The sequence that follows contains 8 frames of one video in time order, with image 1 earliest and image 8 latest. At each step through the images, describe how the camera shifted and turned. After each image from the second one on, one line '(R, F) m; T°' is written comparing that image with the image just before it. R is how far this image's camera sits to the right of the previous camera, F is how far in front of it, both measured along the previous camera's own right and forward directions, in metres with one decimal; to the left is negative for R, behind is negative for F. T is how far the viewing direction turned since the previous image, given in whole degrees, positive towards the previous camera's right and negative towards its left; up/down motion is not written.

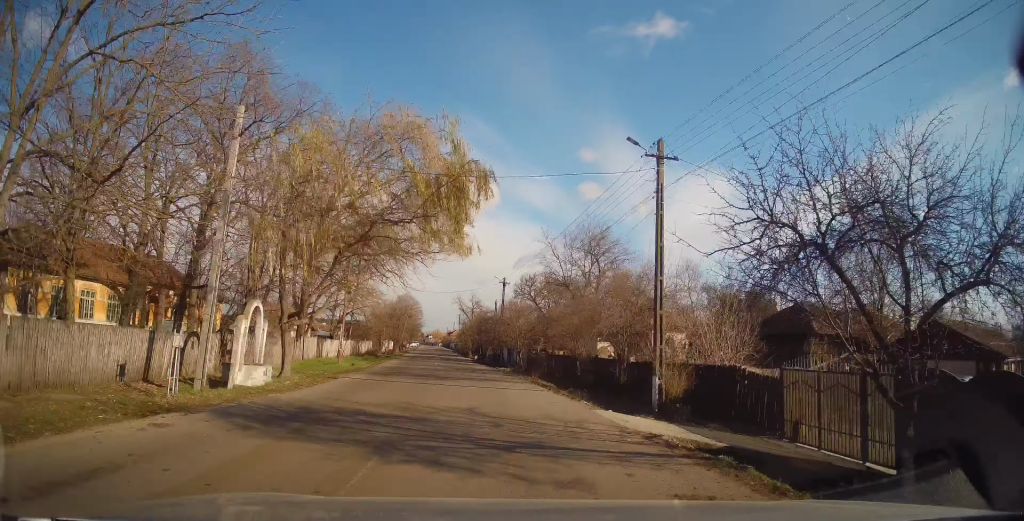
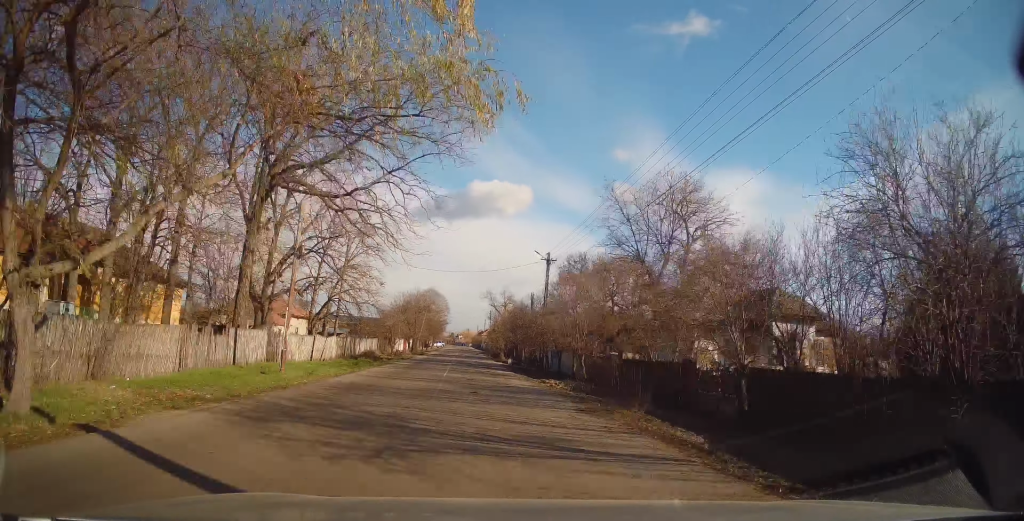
(-0.4, +13.8) m; -2°
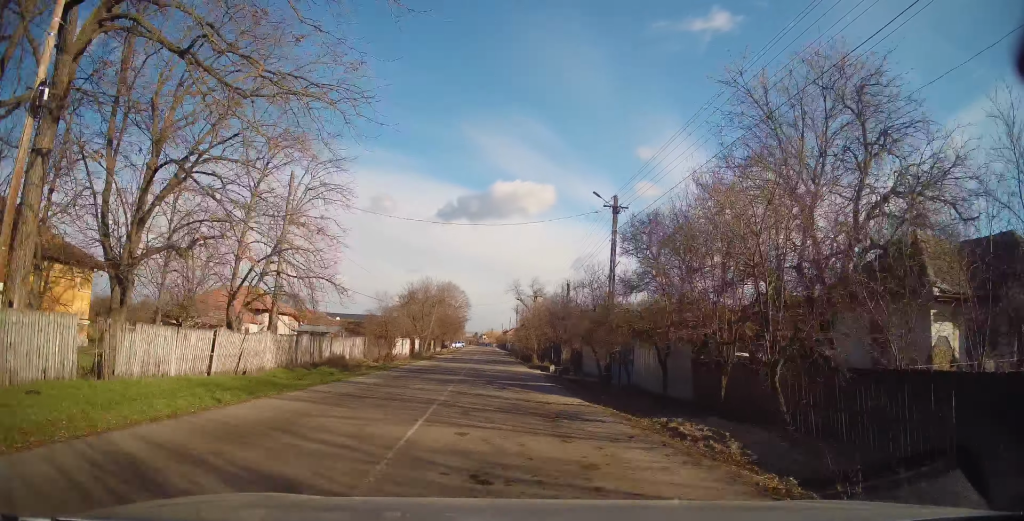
(-0.2, +14.5) m; -2°
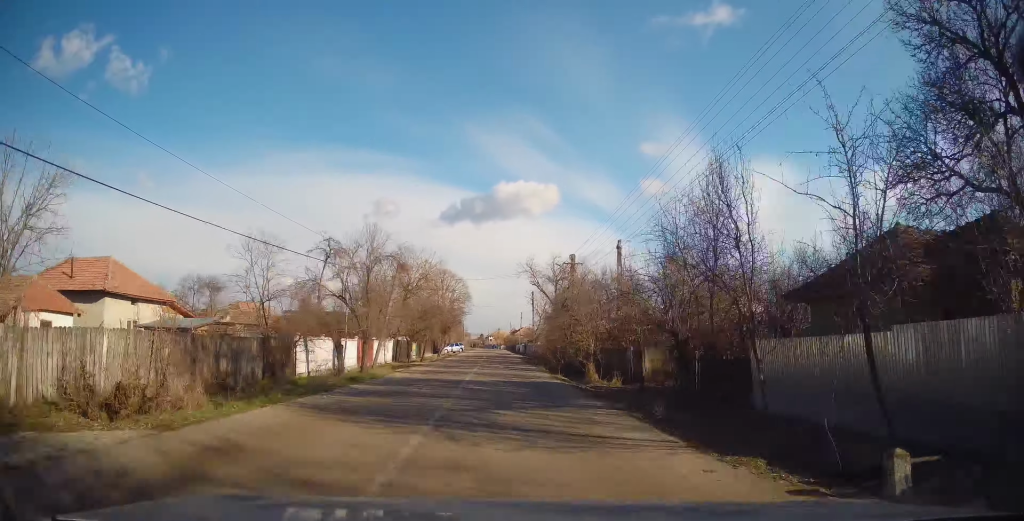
(-0.7, +25.0) m; -3°
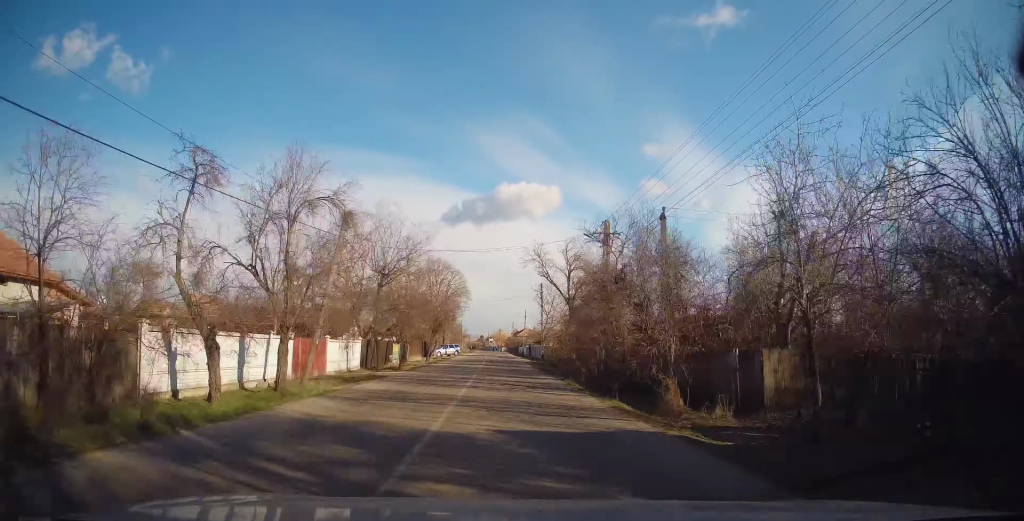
(-0.1, +10.6) m; 0°
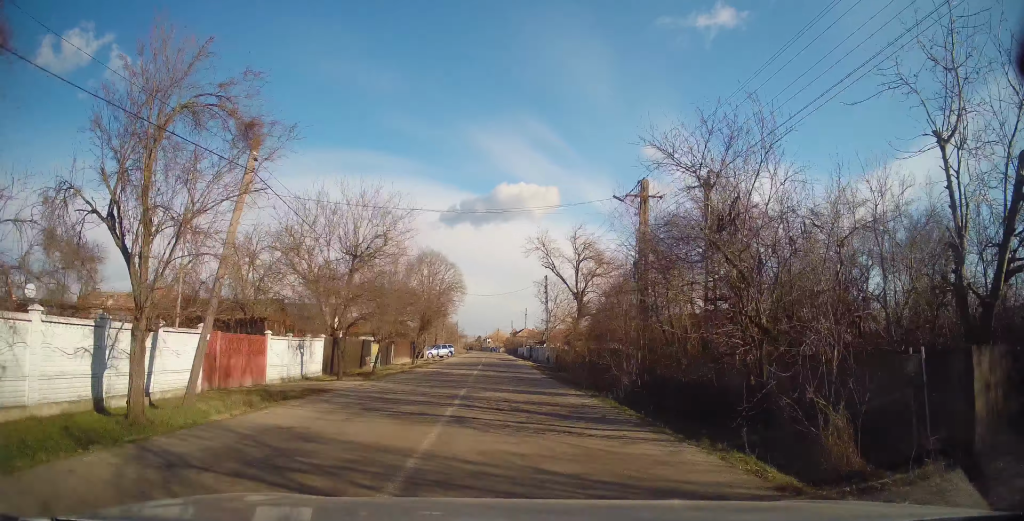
(0.0, +7.2) m; 0°
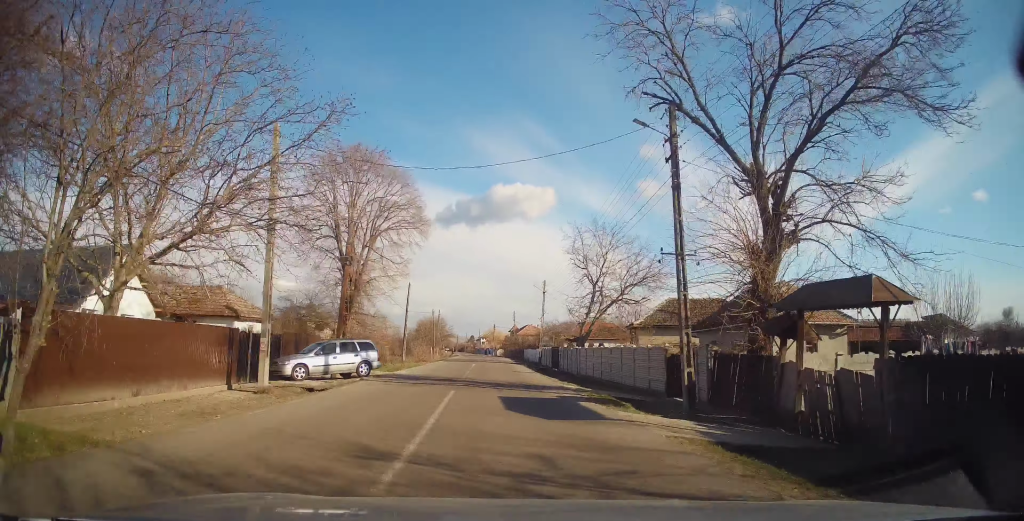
(+1.1, +37.5) m; +2°
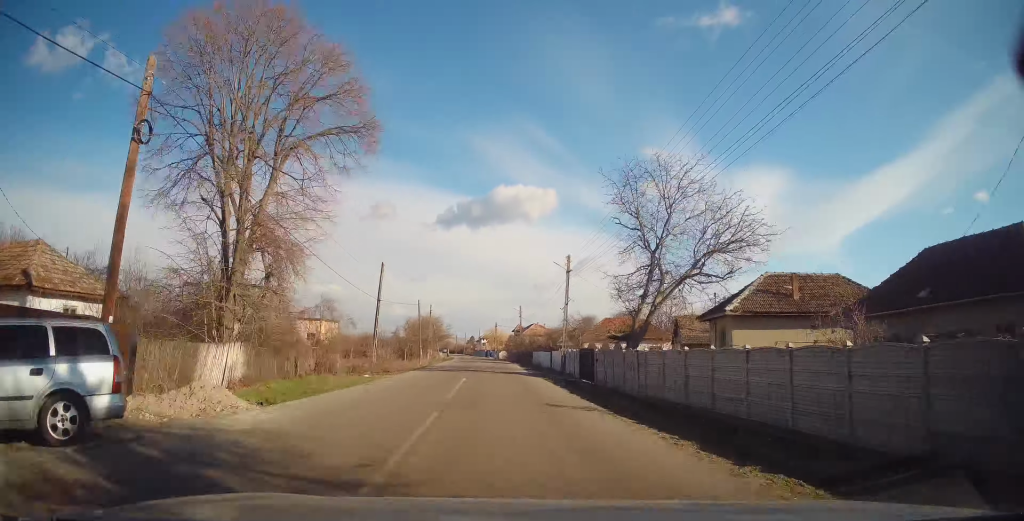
(-0.3, +15.5) m; 0°
